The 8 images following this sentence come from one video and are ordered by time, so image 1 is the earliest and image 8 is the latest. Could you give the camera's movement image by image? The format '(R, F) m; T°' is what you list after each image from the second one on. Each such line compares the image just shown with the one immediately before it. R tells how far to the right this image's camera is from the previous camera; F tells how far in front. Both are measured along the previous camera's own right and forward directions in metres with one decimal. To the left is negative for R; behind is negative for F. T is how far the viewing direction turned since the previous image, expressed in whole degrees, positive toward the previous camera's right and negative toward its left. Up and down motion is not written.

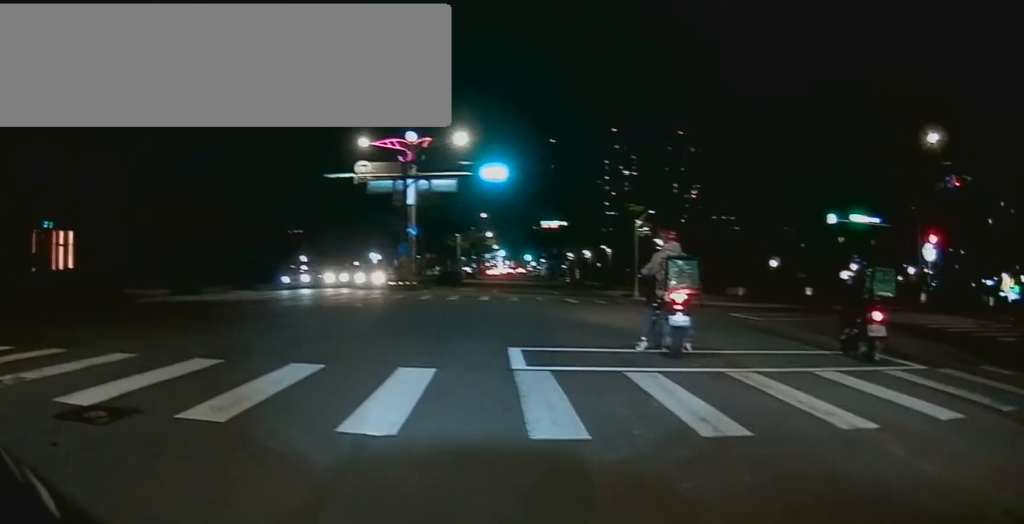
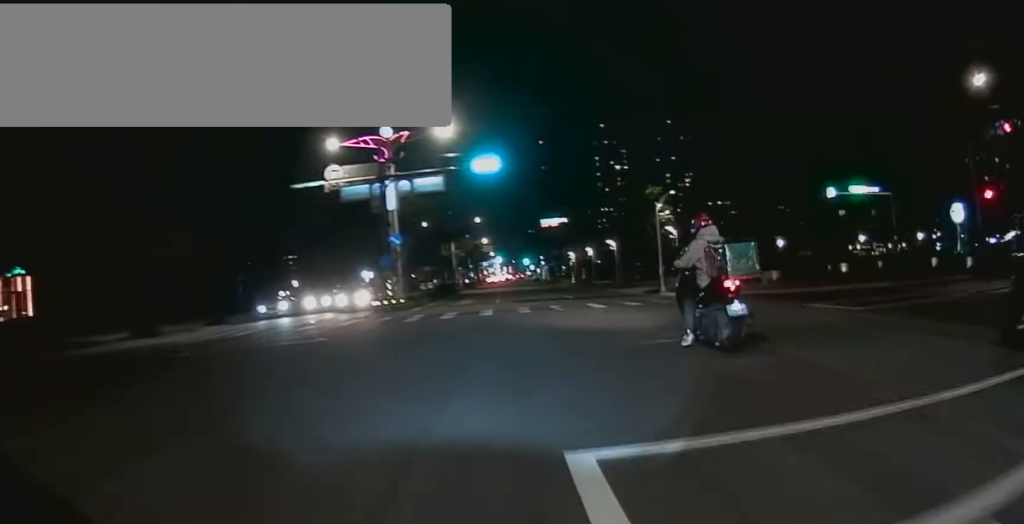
(-0.1, +17.4) m; +4°
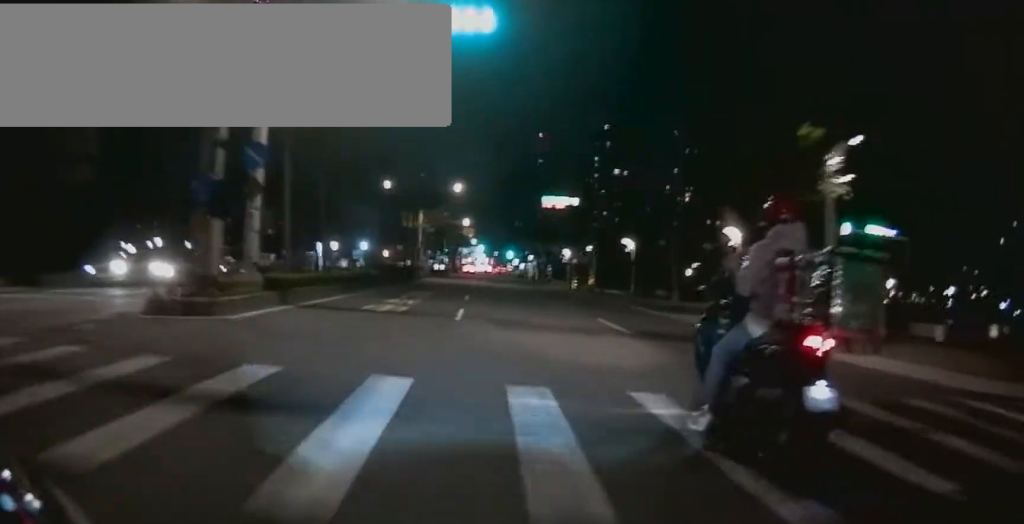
(+0.1, +28.3) m; -2°
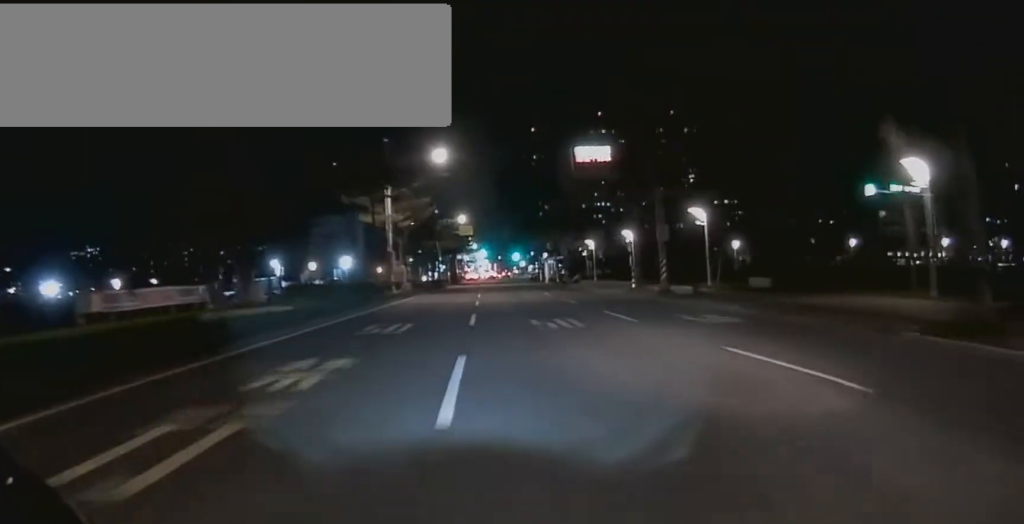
(-0.3, +24.9) m; -2°
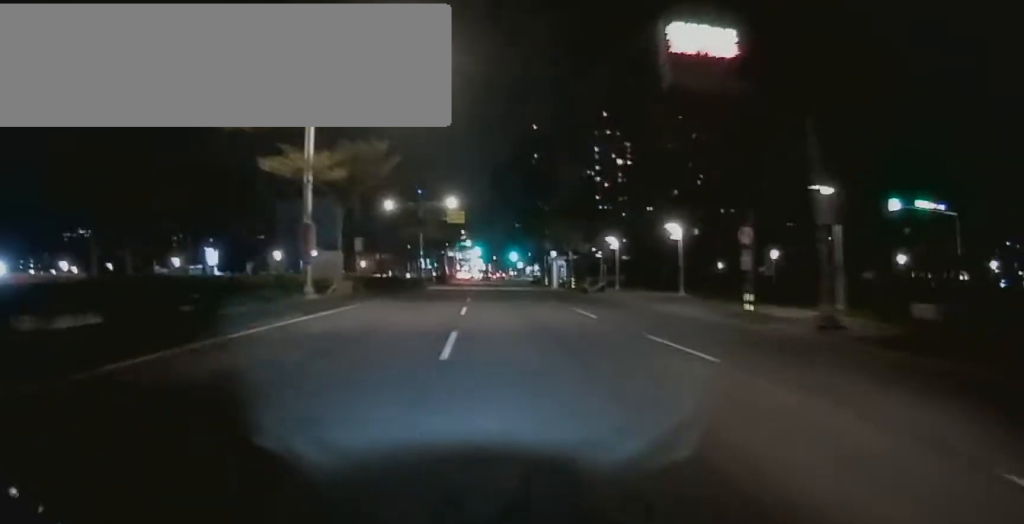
(-0.2, +19.7) m; +1°
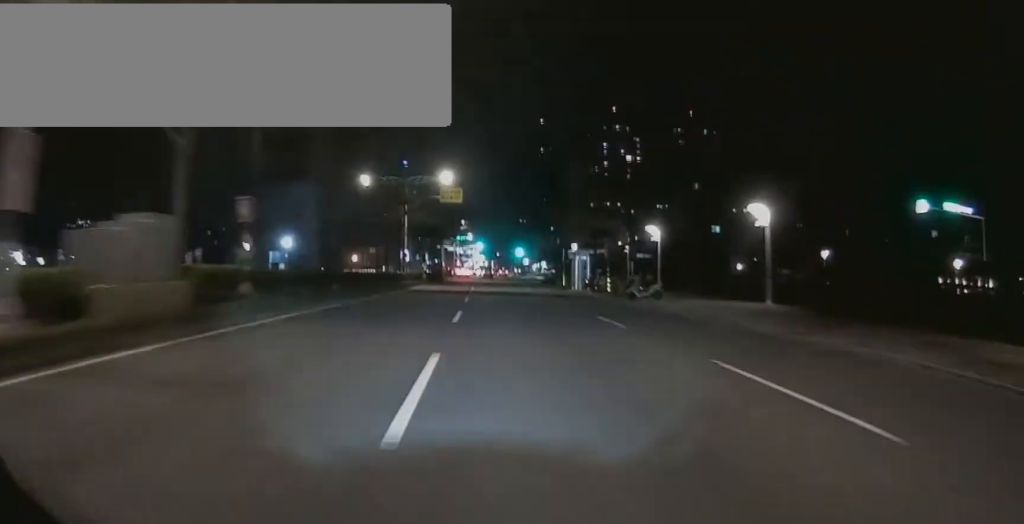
(+0.9, +15.9) m; 0°
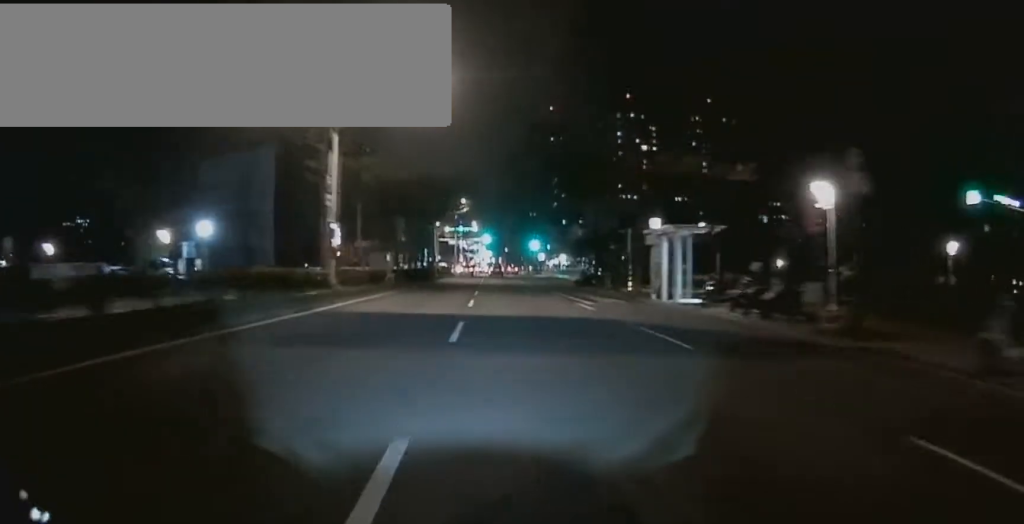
(-1.3, +24.6) m; -1°
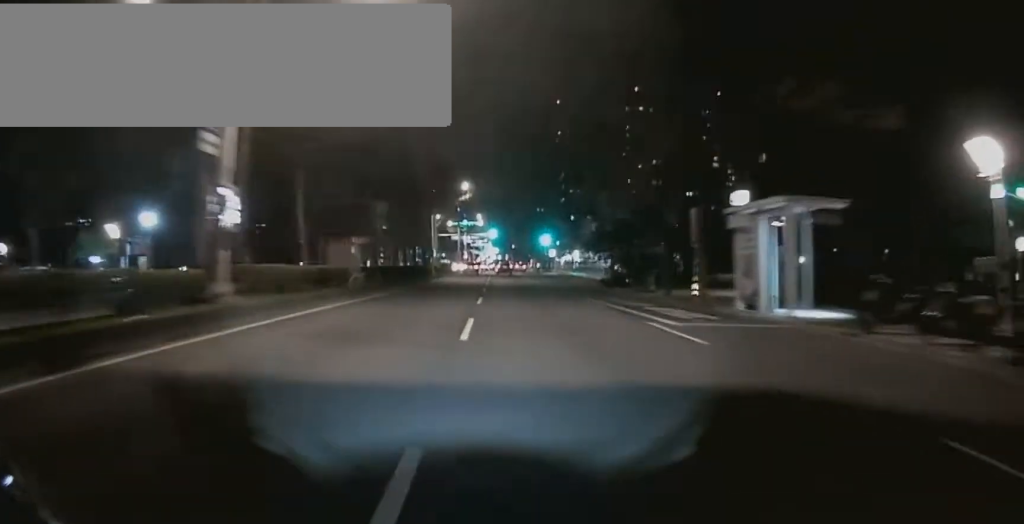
(+0.1, +9.5) m; +2°
